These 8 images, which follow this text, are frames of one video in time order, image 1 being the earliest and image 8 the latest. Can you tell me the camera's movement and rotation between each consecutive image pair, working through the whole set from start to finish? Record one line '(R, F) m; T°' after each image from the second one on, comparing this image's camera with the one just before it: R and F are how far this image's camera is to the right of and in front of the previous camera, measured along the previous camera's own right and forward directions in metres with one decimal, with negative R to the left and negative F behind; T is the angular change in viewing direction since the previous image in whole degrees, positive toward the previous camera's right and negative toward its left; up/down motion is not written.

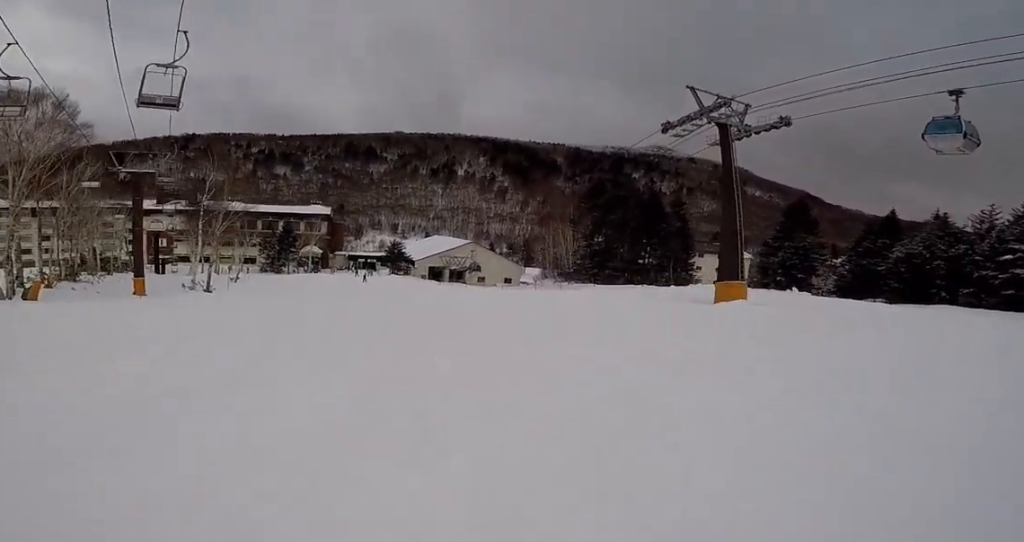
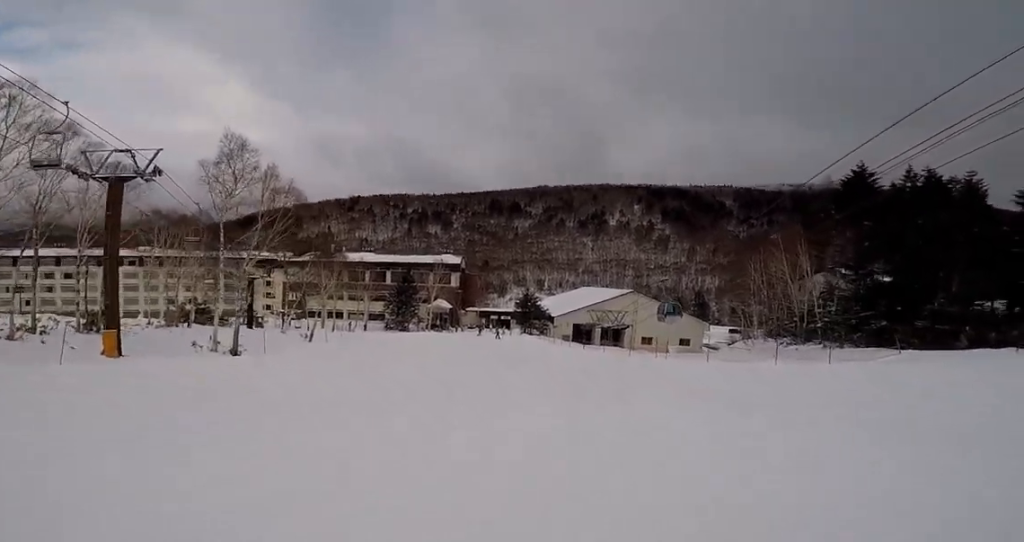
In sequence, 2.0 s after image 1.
(-0.5, +16.2) m; -5°
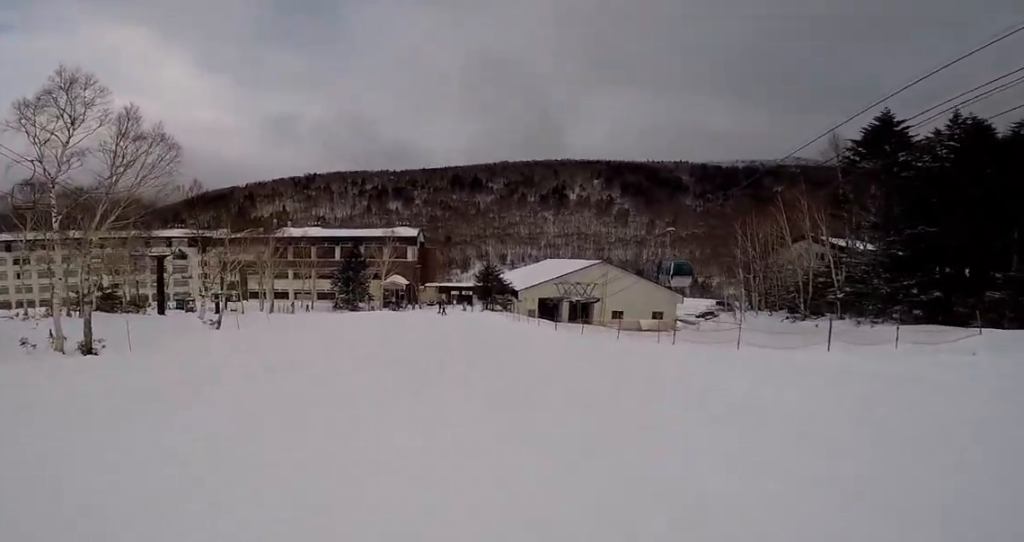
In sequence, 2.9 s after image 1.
(+0.1, +6.6) m; -3°
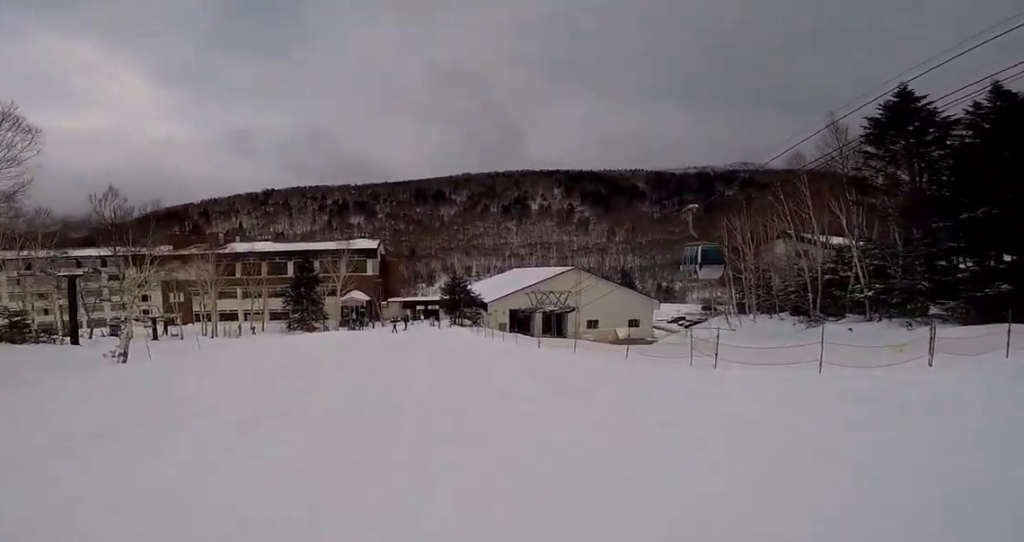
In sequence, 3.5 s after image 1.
(-0.4, +5.1) m; -5°
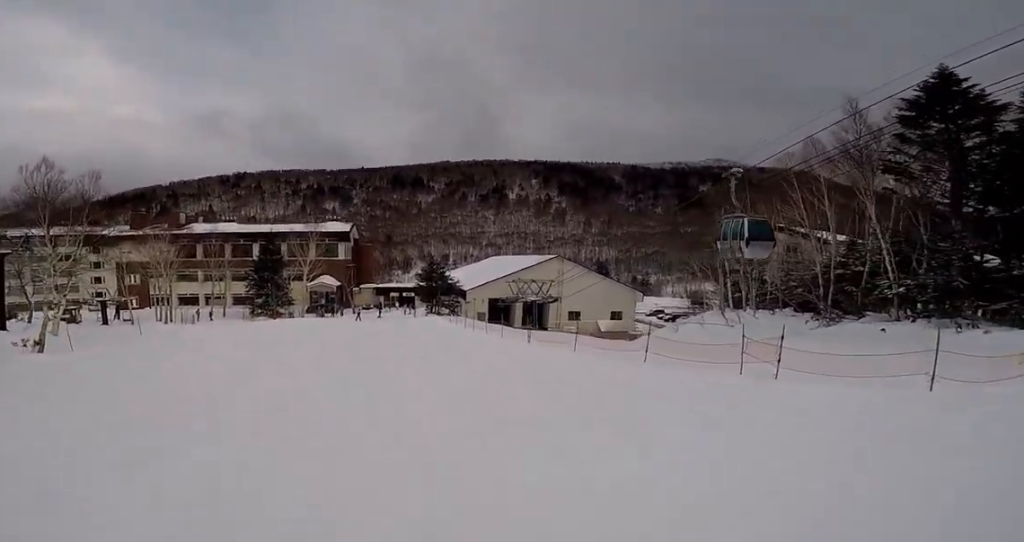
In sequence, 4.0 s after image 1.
(0.0, +3.3) m; 0°
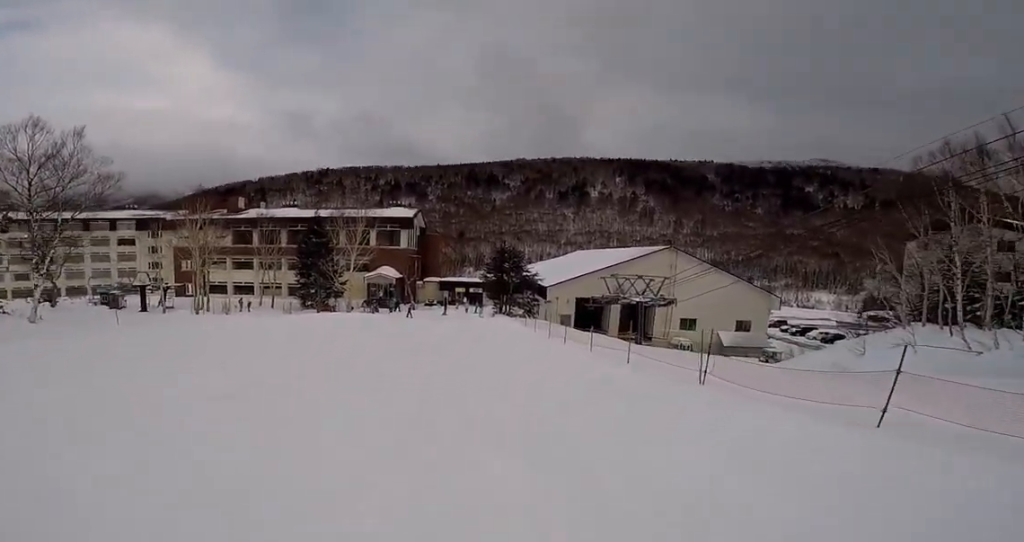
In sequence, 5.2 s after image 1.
(0.0, +9.7) m; -9°
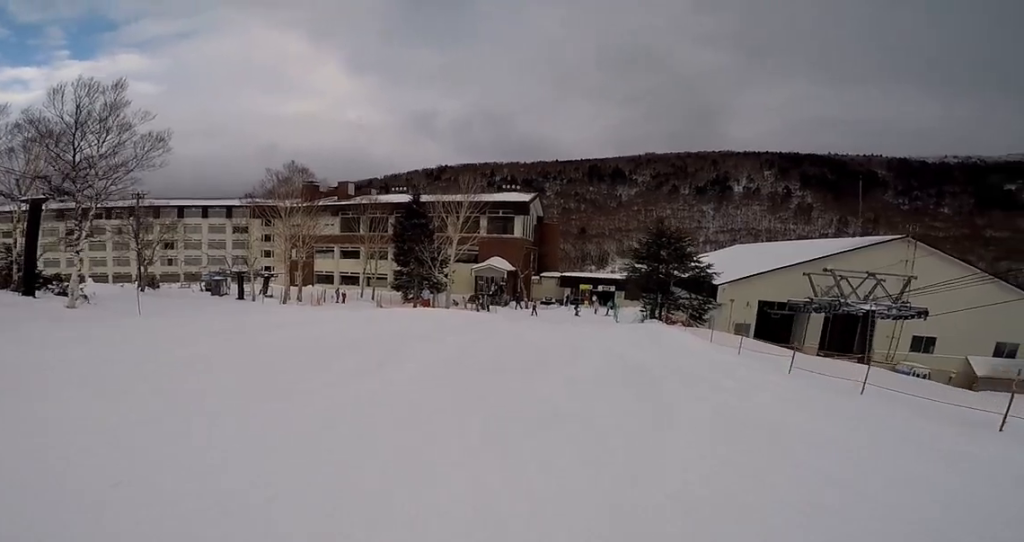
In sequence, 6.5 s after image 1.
(-1.7, +8.3) m; -15°
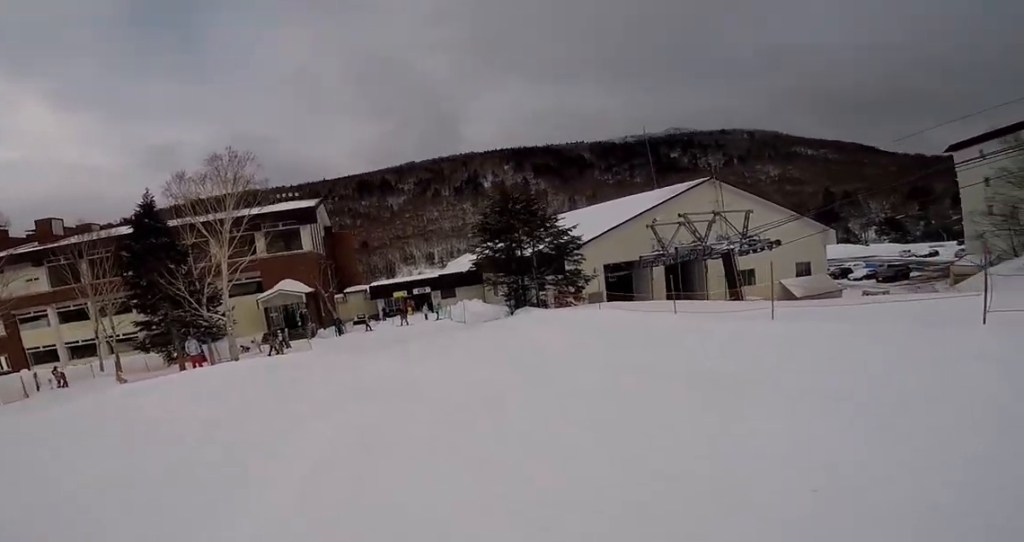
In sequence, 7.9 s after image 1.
(+1.2, +8.8) m; +20°
